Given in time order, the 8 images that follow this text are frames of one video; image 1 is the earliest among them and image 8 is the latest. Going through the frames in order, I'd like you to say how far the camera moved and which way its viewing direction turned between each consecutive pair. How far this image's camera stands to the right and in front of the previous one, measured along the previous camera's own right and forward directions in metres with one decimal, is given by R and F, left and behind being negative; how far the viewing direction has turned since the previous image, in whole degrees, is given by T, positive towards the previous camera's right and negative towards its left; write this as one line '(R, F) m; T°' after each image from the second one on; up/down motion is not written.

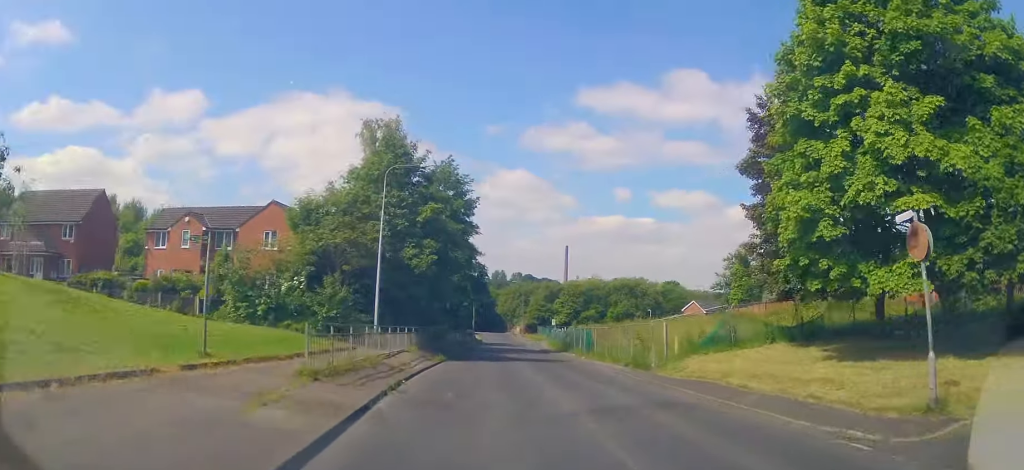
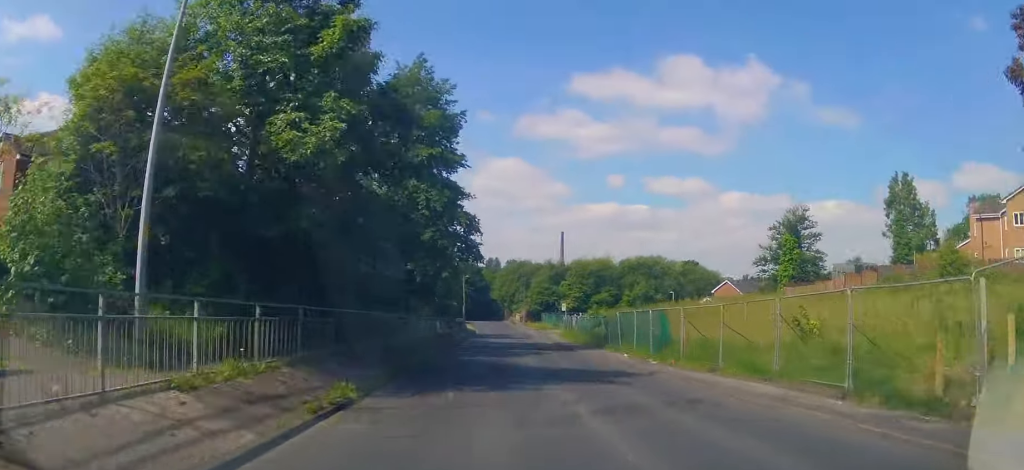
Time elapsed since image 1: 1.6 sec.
(+0.3, +18.5) m; +2°
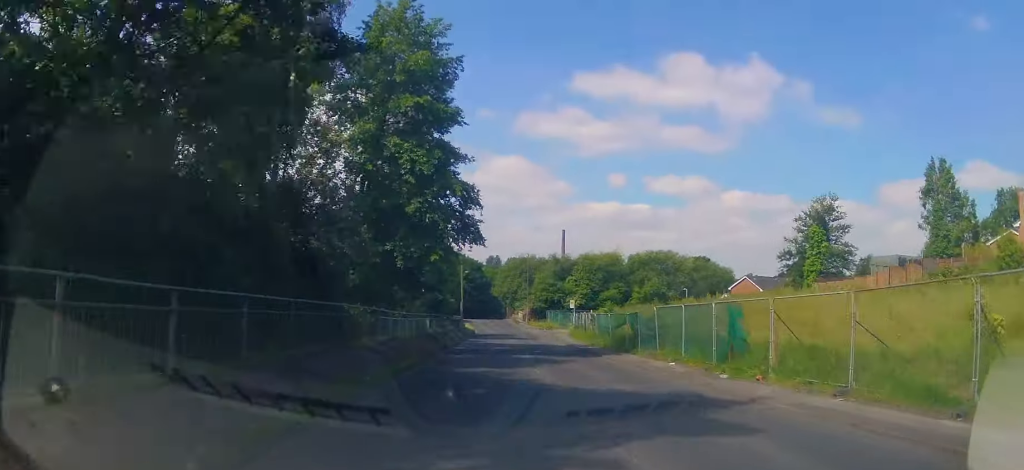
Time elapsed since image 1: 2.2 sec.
(-0.2, +7.0) m; 0°
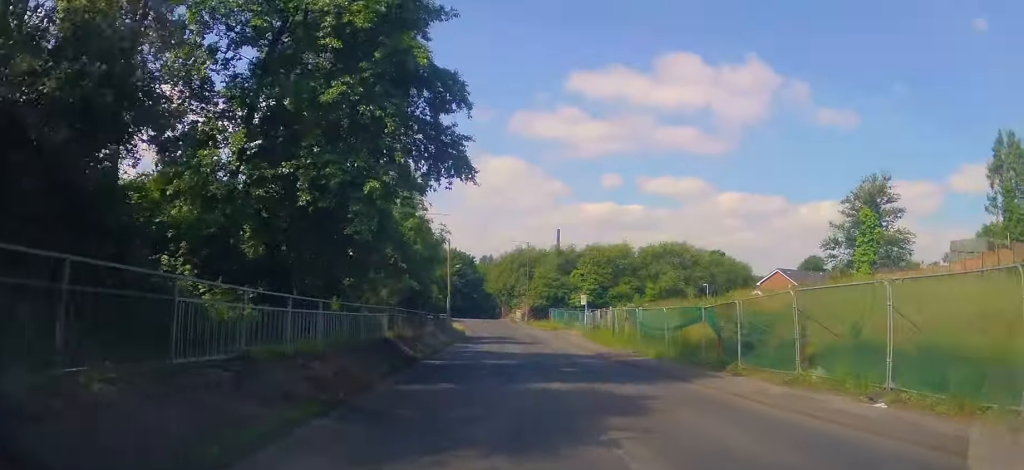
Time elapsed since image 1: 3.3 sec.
(-0.1, +12.2) m; 0°
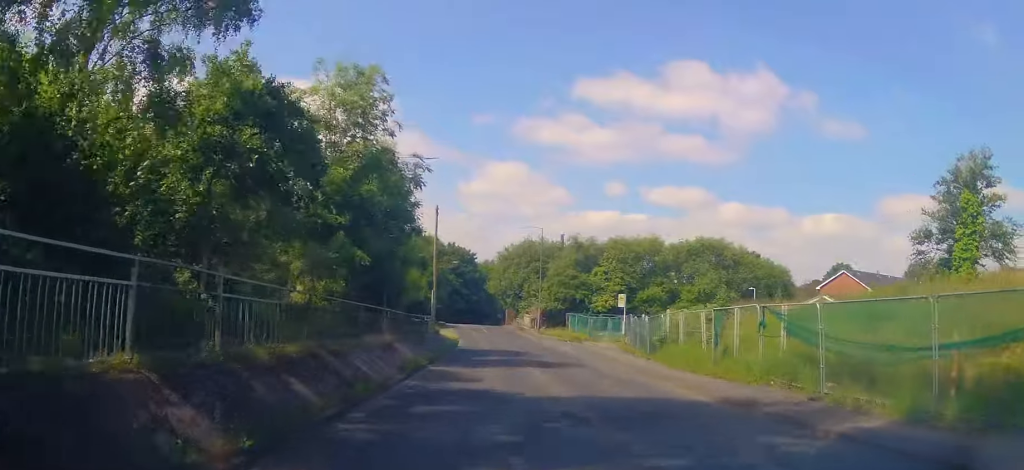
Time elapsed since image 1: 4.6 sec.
(+0.1, +15.3) m; +3°
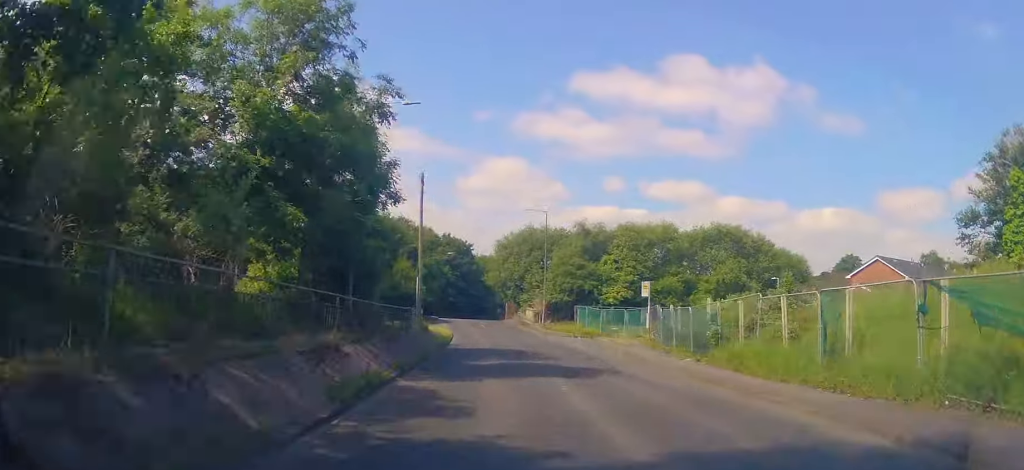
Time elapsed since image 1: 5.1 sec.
(+0.2, +6.5) m; +1°
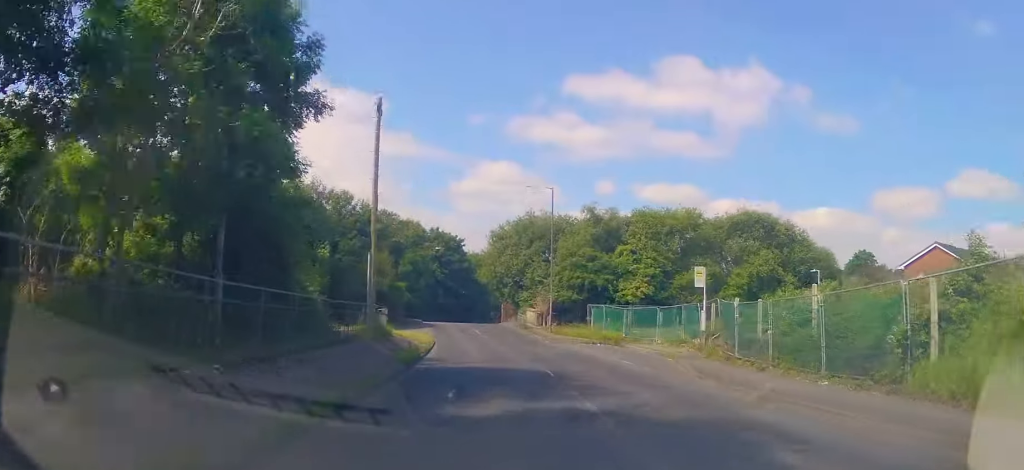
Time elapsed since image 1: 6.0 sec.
(+0.4, +9.9) m; +1°
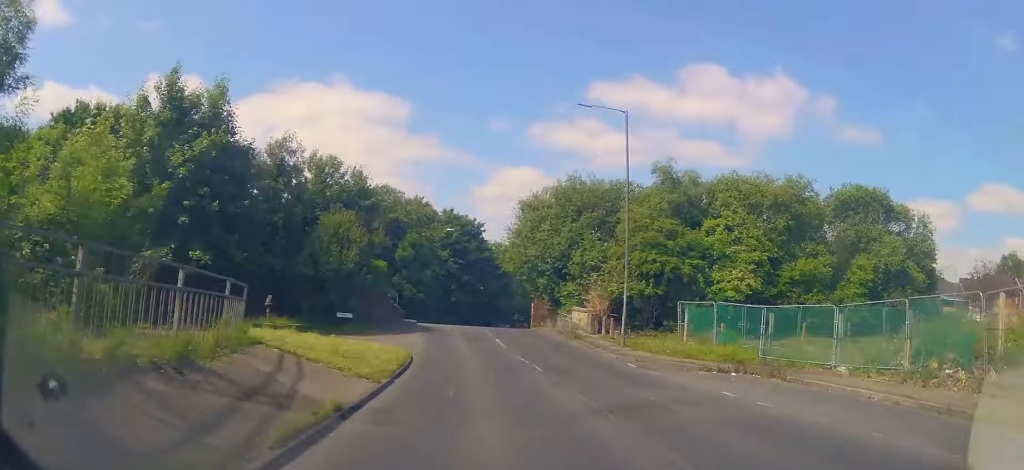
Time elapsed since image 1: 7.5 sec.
(-0.5, +16.7) m; -4°
